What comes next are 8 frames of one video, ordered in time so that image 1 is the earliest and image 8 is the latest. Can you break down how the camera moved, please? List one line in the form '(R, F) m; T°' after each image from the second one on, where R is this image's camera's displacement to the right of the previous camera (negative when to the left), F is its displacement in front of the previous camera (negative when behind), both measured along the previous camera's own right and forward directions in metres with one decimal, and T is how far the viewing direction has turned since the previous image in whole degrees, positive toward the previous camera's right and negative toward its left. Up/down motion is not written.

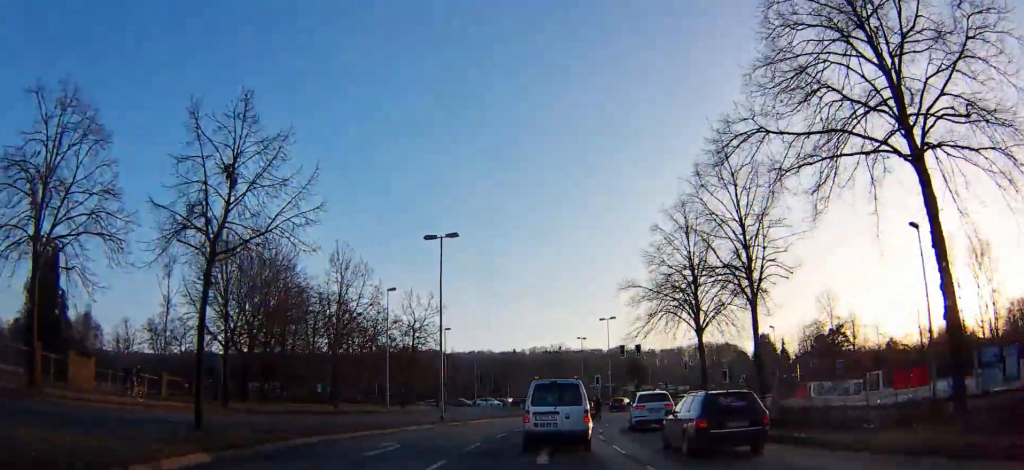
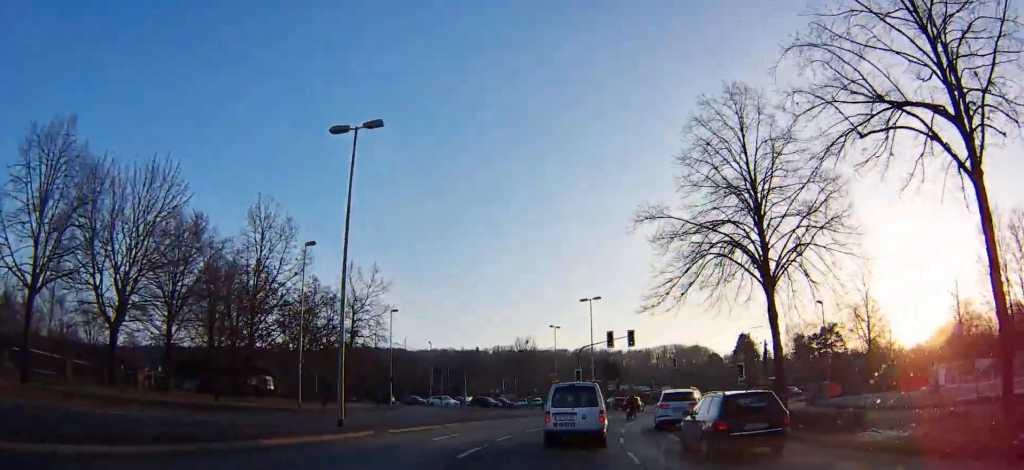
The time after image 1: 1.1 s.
(+0.6, +14.1) m; +4°
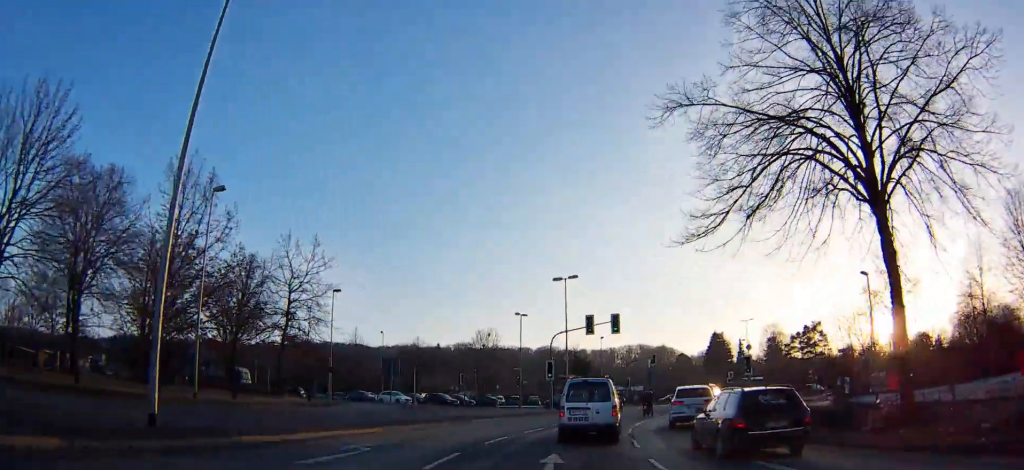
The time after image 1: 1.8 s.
(+0.2, +9.2) m; +4°
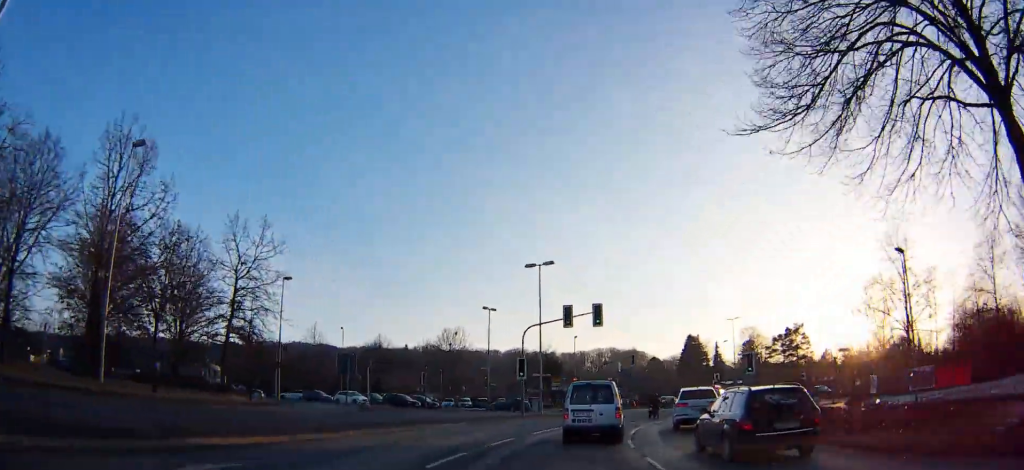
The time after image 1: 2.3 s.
(-0.2, +5.7) m; +3°
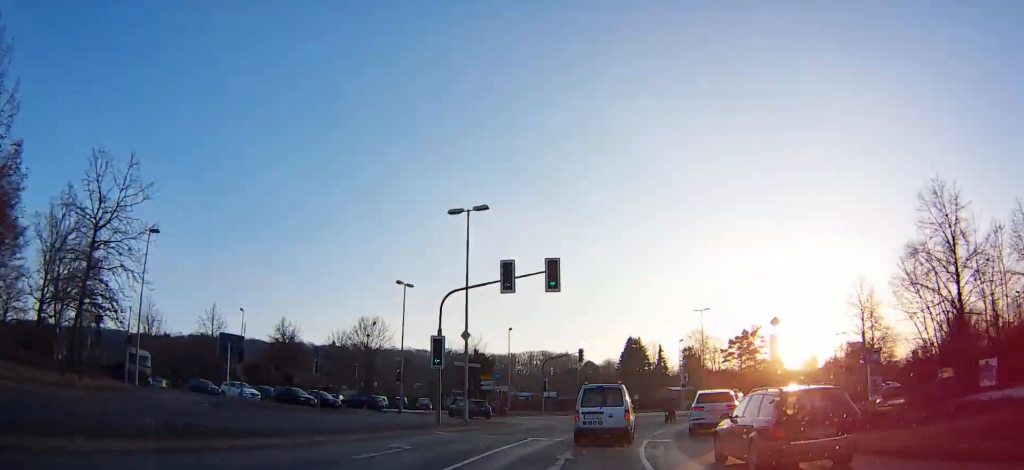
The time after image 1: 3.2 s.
(+1.1, +12.5) m; +8°
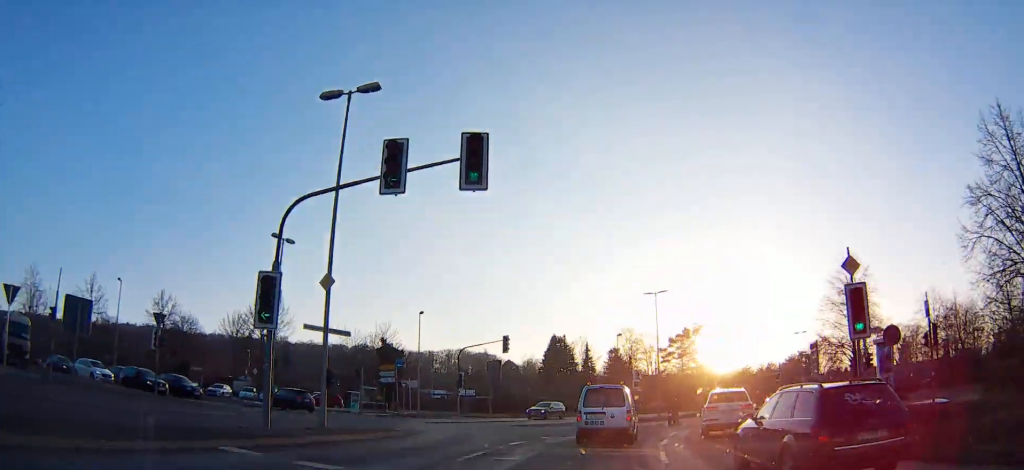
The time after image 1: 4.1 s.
(+0.7, +11.6) m; +9°
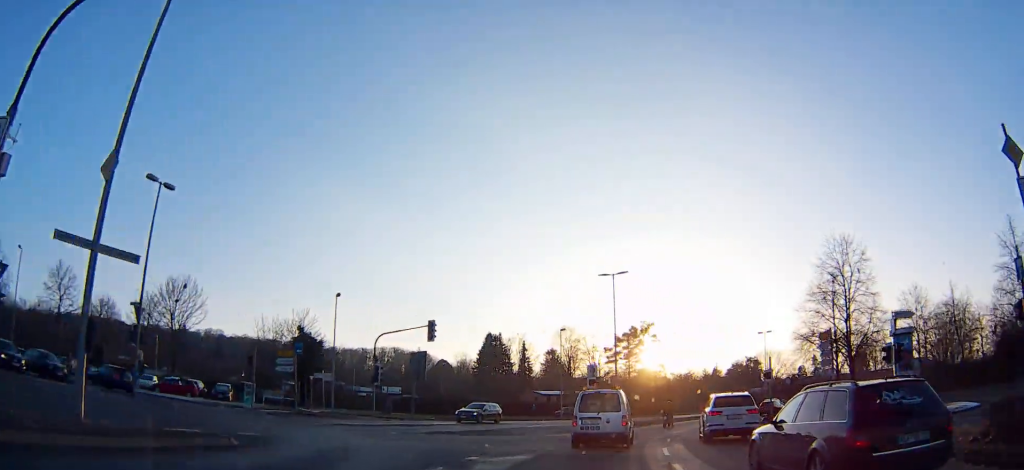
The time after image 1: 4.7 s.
(+0.4, +8.4) m; +6°
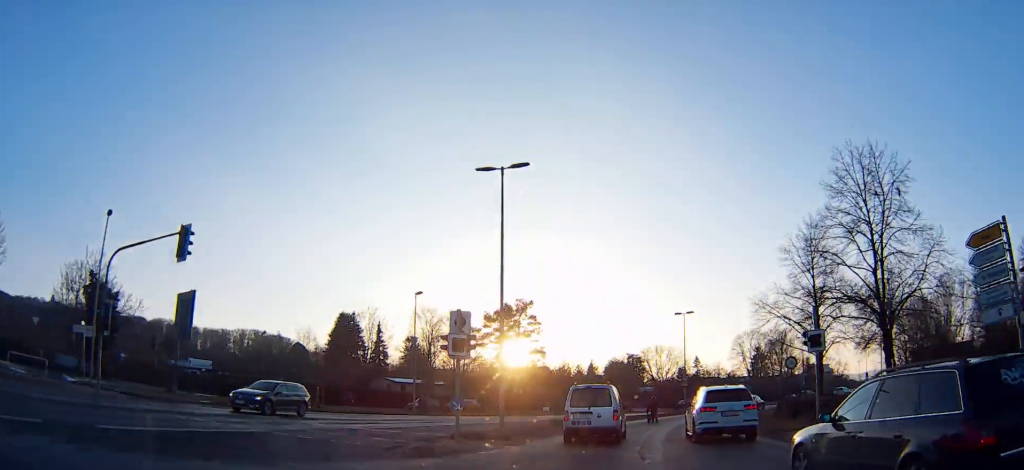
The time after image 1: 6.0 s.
(+2.2, +18.5) m; +13°
